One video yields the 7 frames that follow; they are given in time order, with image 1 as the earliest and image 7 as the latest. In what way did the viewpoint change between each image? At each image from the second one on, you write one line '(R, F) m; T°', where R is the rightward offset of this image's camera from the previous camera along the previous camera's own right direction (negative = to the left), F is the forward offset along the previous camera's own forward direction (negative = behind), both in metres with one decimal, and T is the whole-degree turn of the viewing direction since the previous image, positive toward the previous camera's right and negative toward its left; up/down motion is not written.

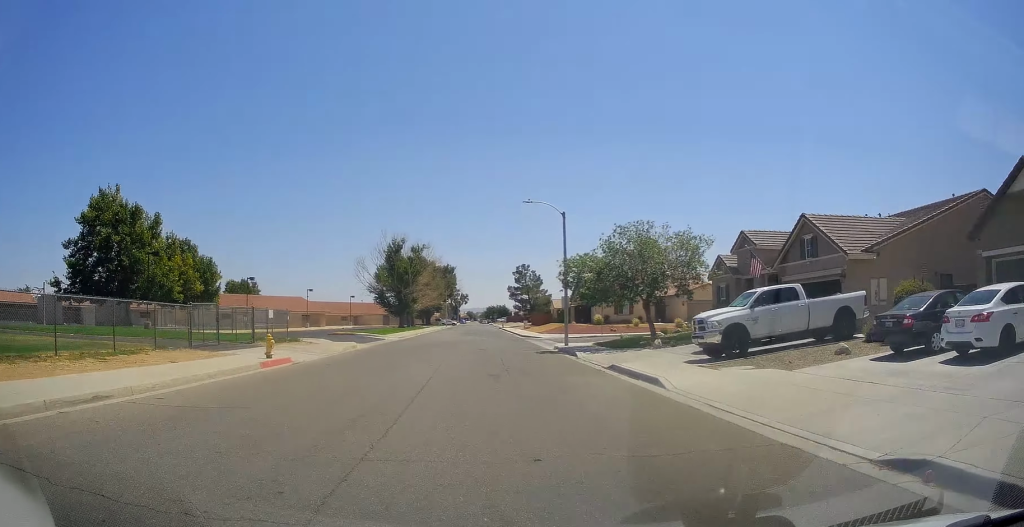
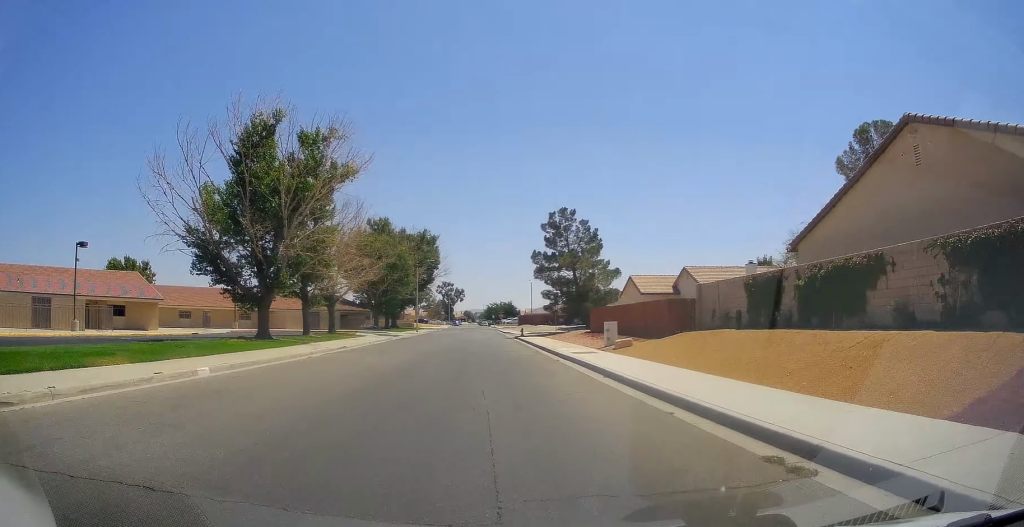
(-1.1, +63.6) m; -1°
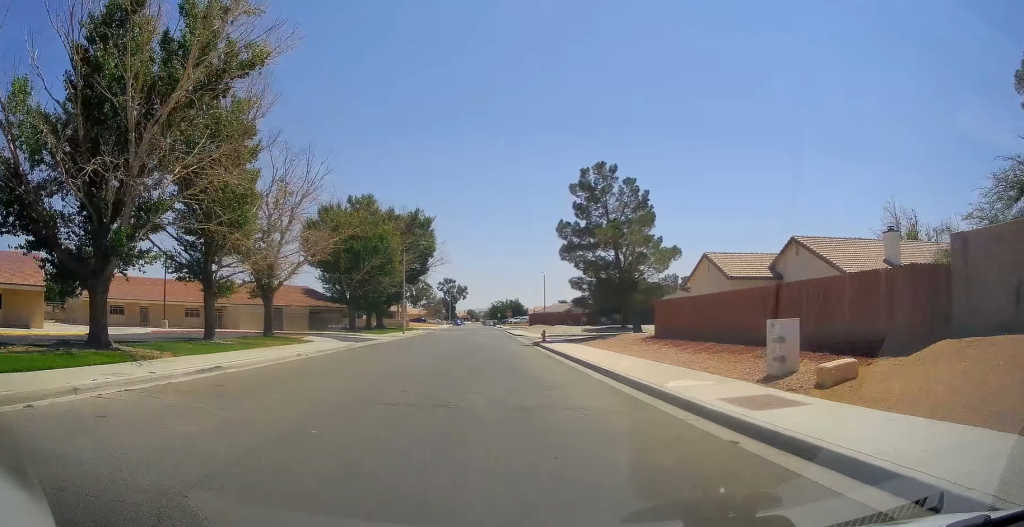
(+0.1, +17.6) m; 0°
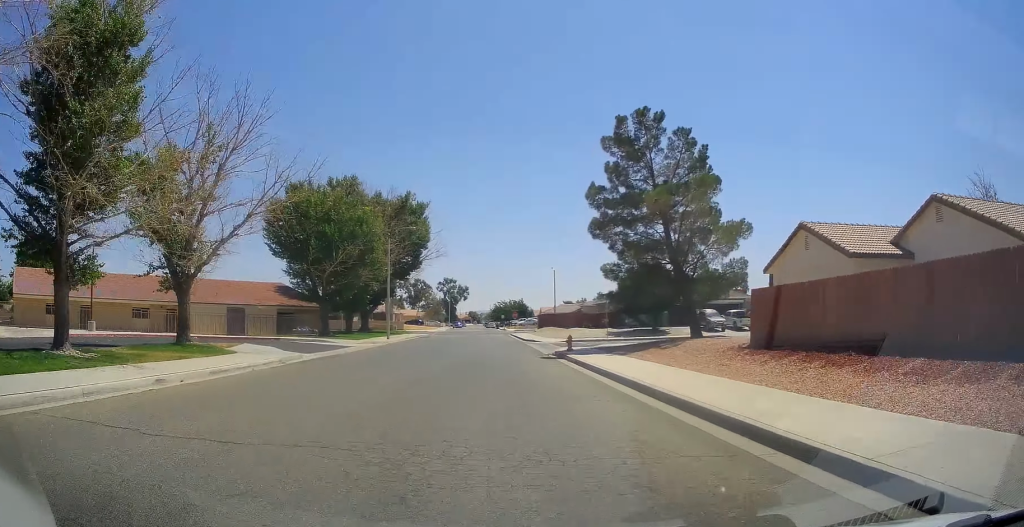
(-0.2, +12.5) m; -1°
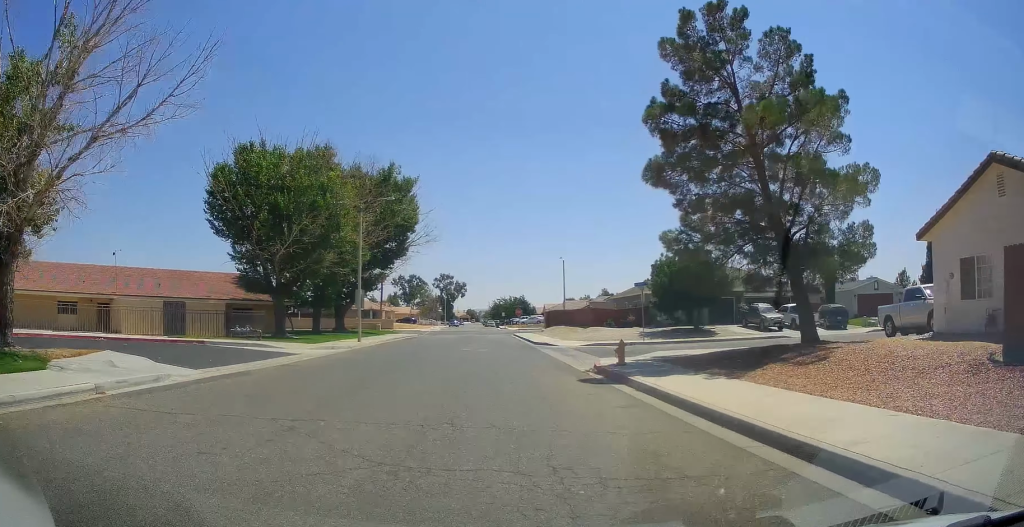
(-0.1, +11.5) m; 0°
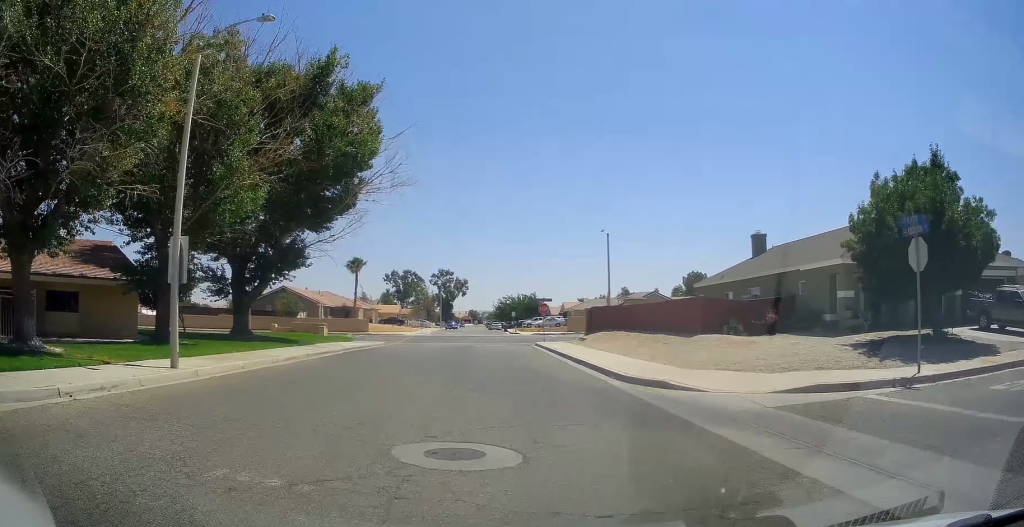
(+0.1, +24.4) m; +1°
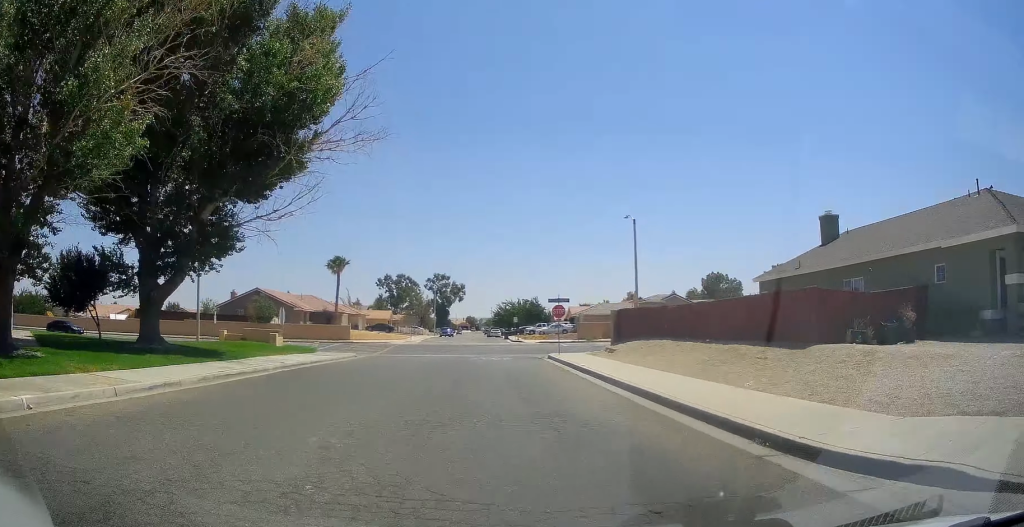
(+0.2, +9.4) m; 0°
